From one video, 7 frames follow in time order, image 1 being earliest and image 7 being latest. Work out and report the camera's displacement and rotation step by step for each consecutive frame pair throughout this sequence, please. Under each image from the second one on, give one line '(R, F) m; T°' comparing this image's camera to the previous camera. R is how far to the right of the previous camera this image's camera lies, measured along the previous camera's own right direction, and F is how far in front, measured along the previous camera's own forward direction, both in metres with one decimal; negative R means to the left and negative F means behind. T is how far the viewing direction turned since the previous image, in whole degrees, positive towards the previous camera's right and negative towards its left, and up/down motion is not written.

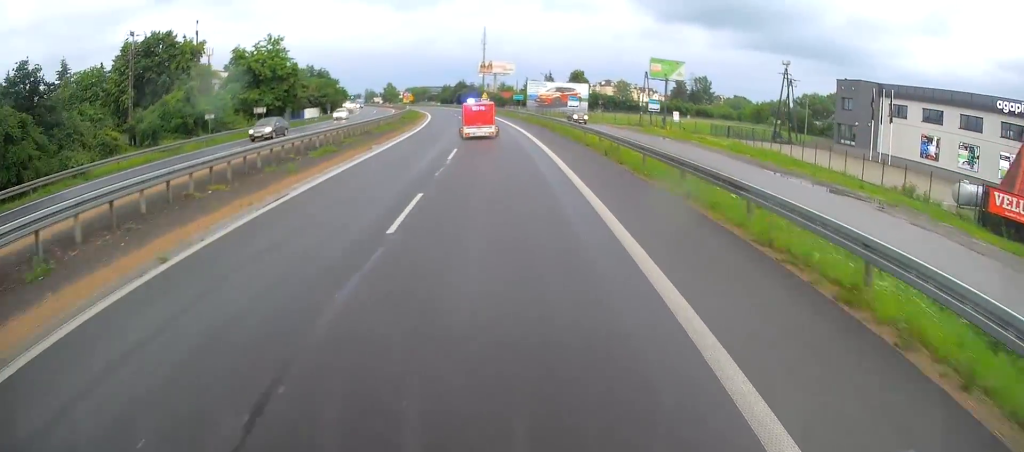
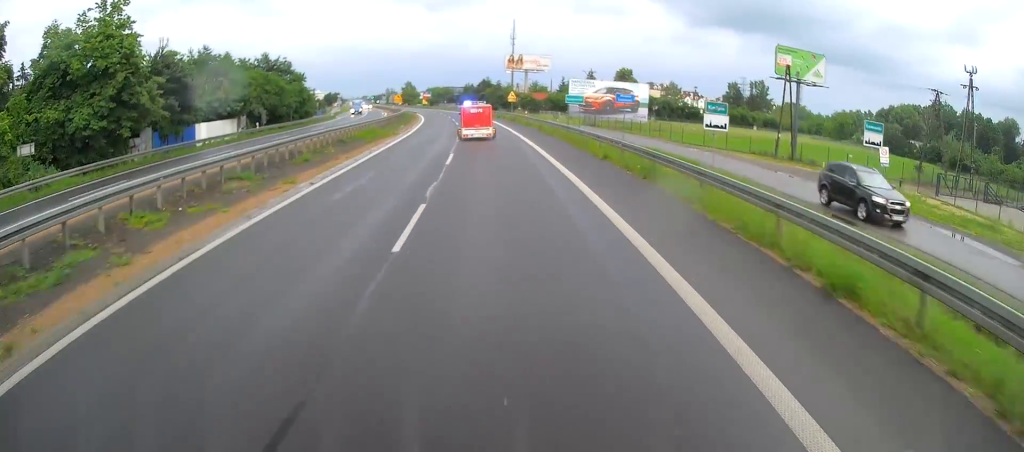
(-1.6, +37.1) m; -6°
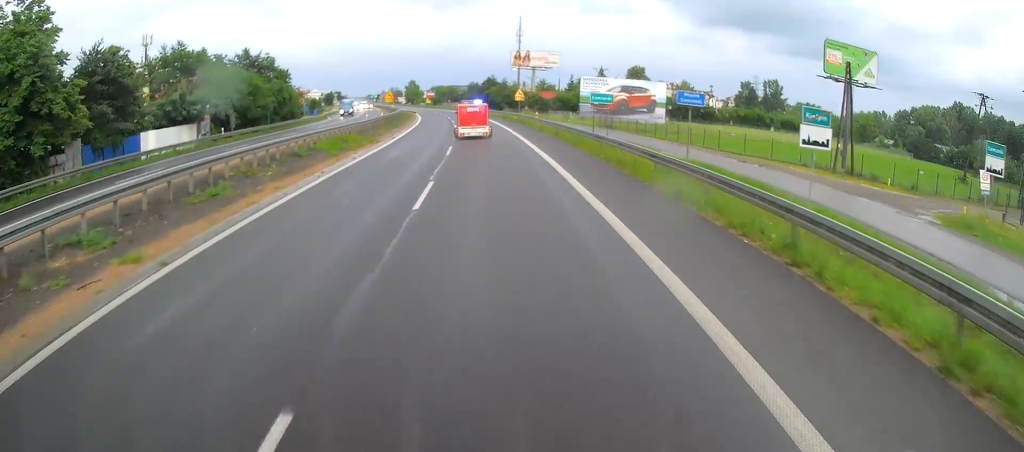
(-0.2, +8.7) m; -1°
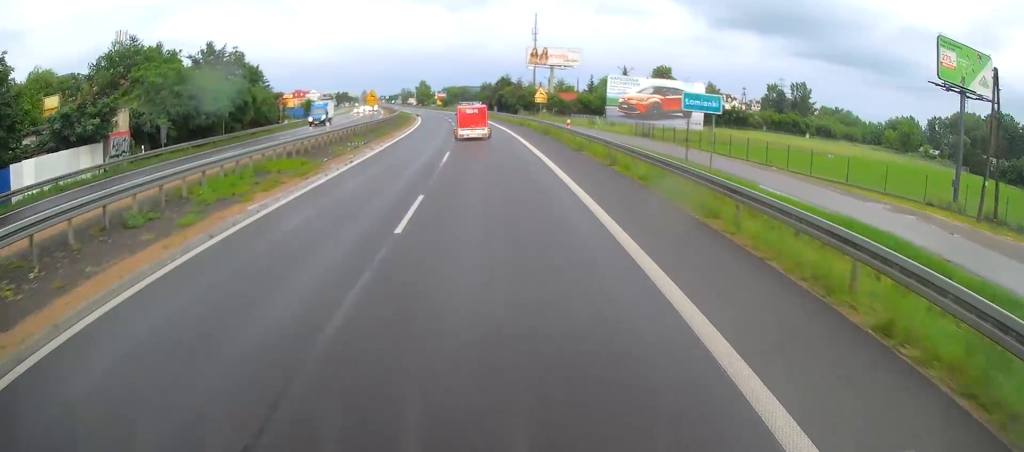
(-0.2, +13.8) m; -2°
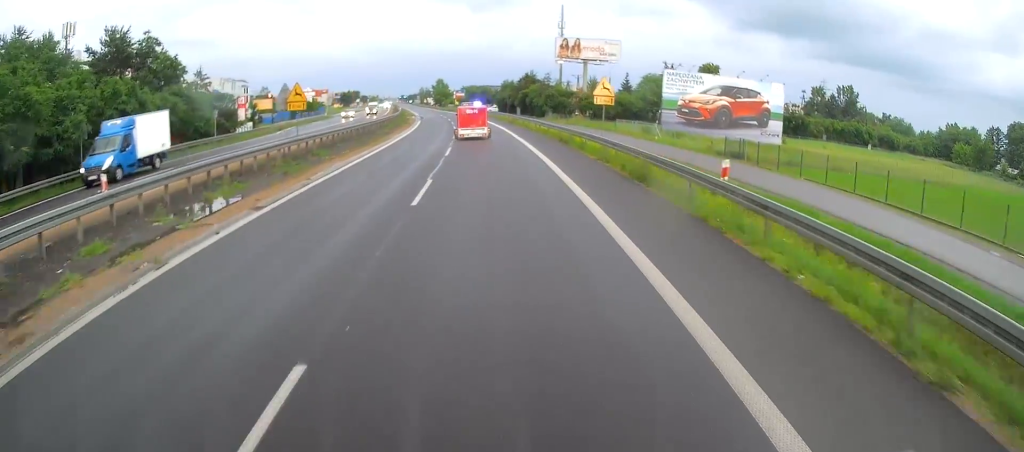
(-0.4, +21.2) m; -2°
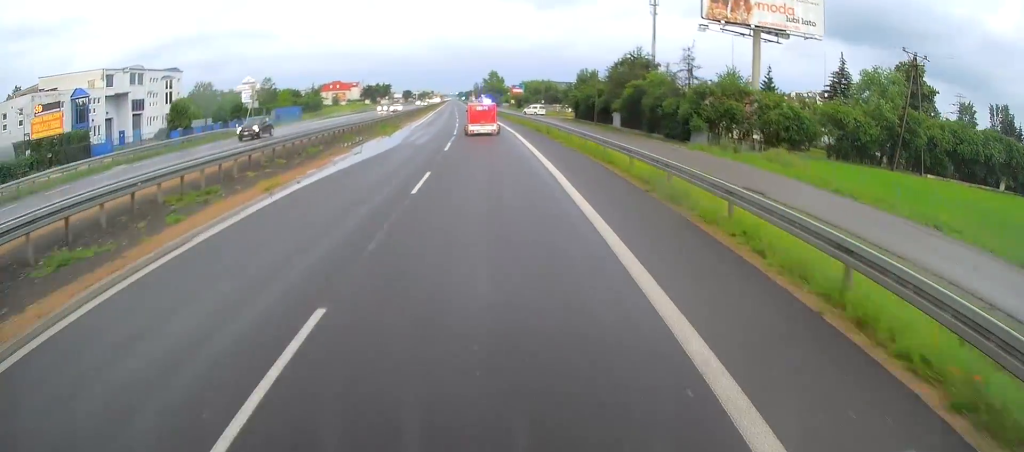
(-2.5, +57.8) m; -6°
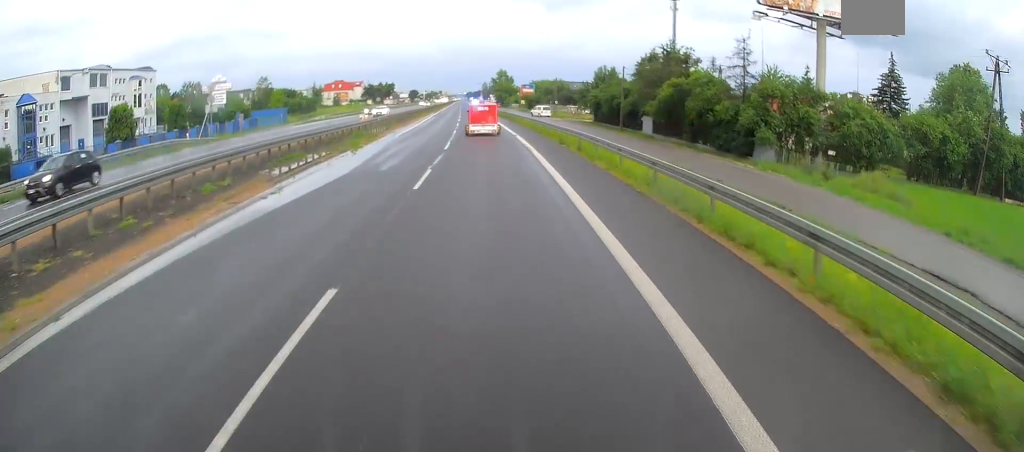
(-0.1, +11.4) m; -1°
